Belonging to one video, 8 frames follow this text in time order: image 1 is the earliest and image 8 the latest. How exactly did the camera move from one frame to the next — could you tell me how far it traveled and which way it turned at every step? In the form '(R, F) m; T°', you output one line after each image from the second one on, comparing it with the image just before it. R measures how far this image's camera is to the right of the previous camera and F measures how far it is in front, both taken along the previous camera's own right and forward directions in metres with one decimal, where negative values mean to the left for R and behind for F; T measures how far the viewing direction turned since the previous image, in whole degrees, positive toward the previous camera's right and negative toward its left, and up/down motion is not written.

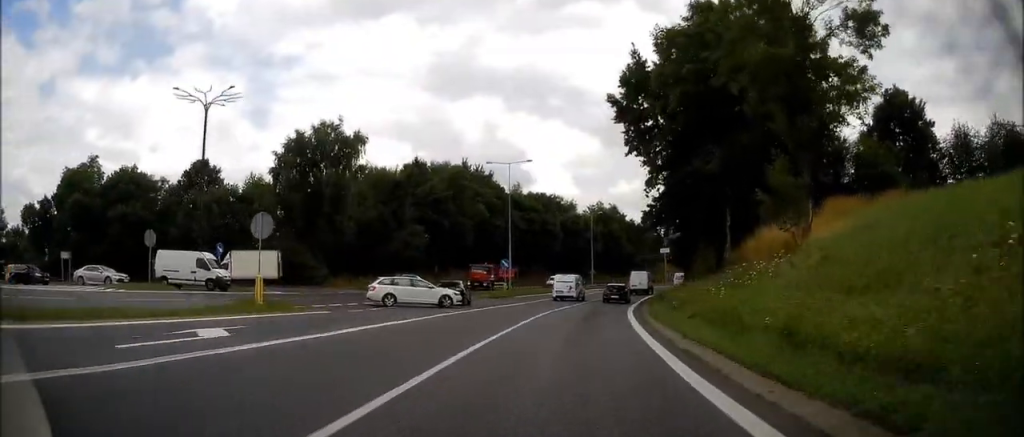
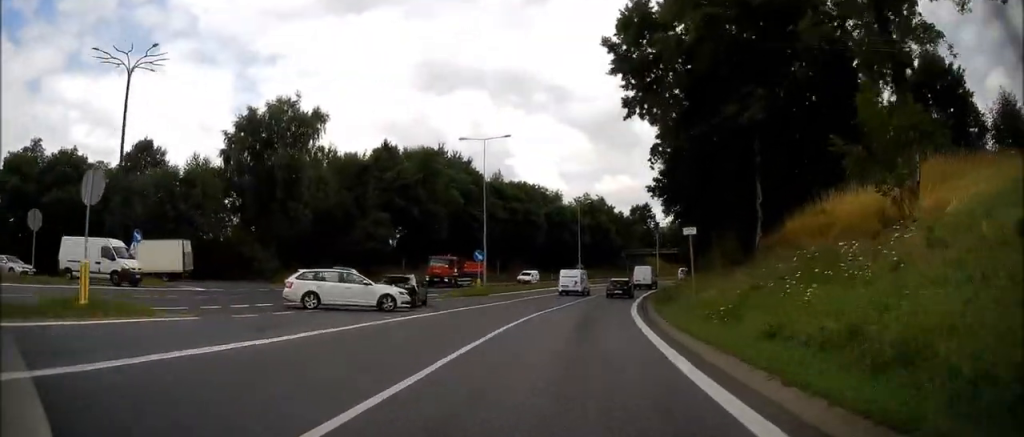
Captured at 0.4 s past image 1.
(0.0, +8.0) m; +1°
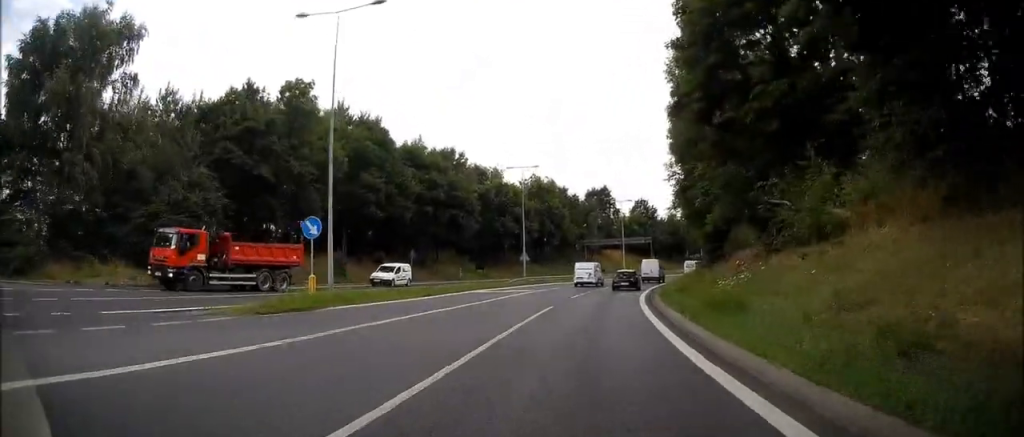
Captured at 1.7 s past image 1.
(+0.9, +23.8) m; +5°
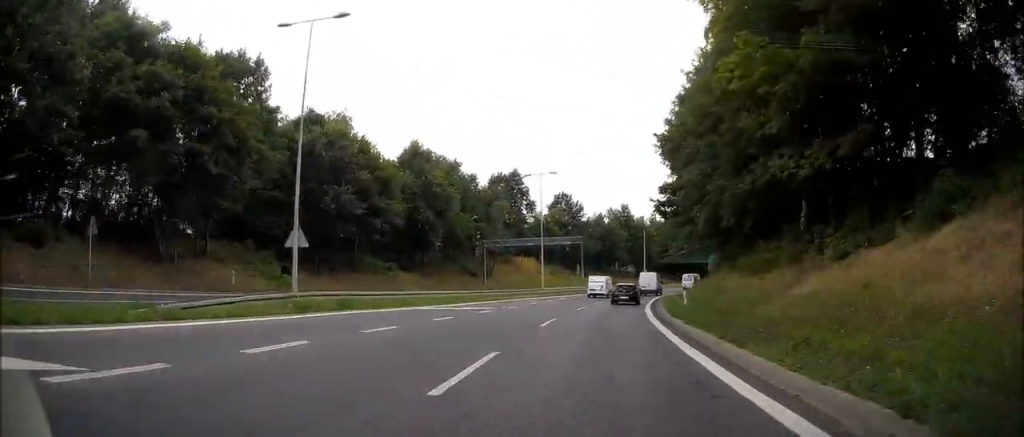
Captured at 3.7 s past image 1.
(+2.9, +36.0) m; +8°
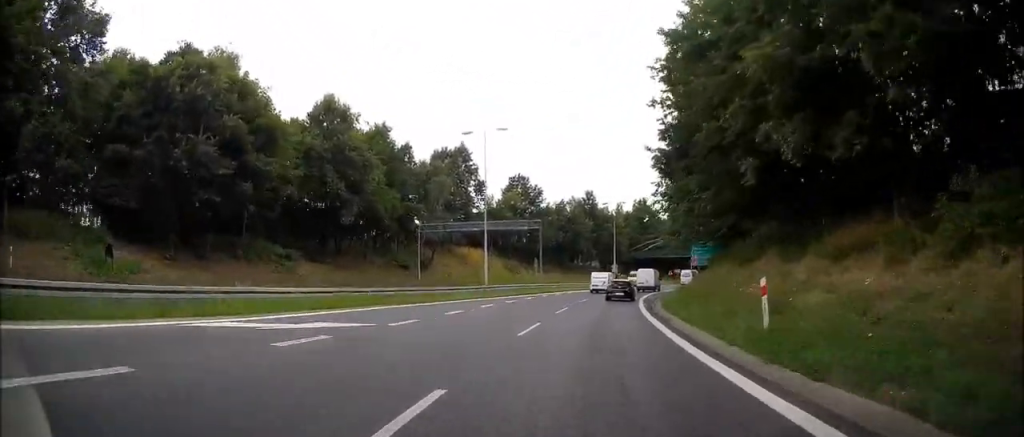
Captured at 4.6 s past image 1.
(+0.1, +15.9) m; +3°
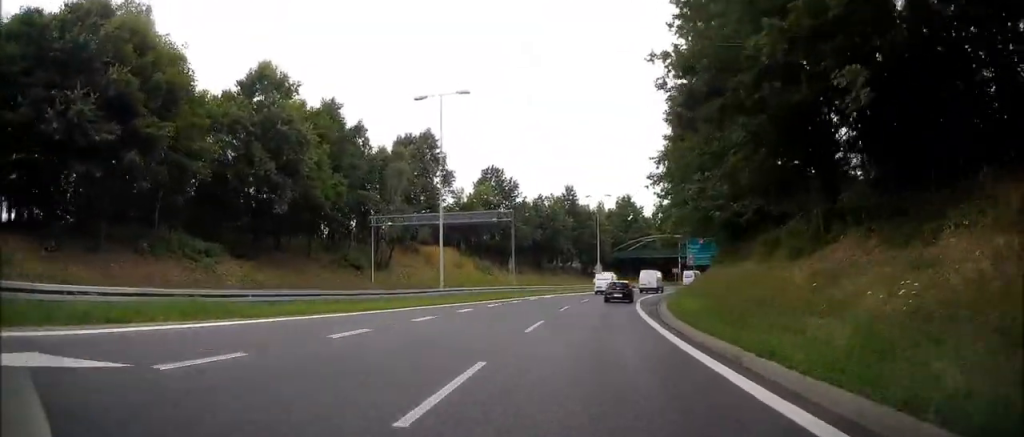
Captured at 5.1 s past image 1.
(+0.3, +9.1) m; +3°
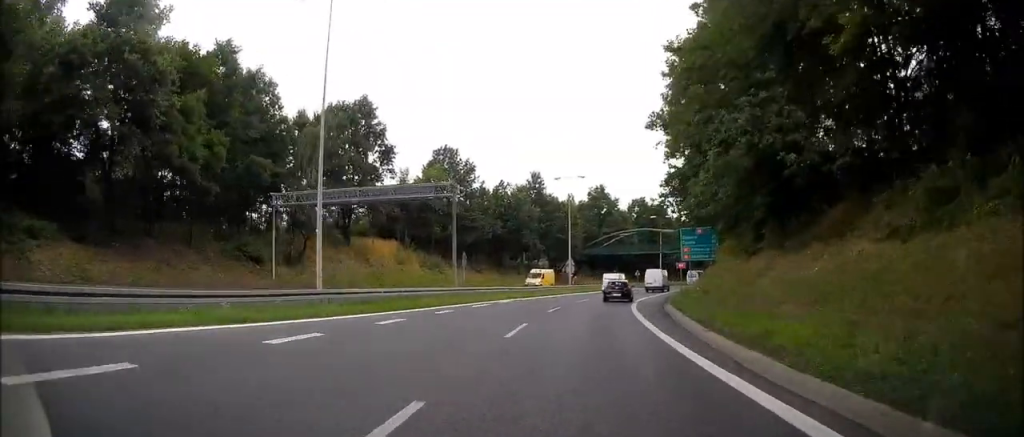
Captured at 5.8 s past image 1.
(+0.5, +14.0) m; +4°
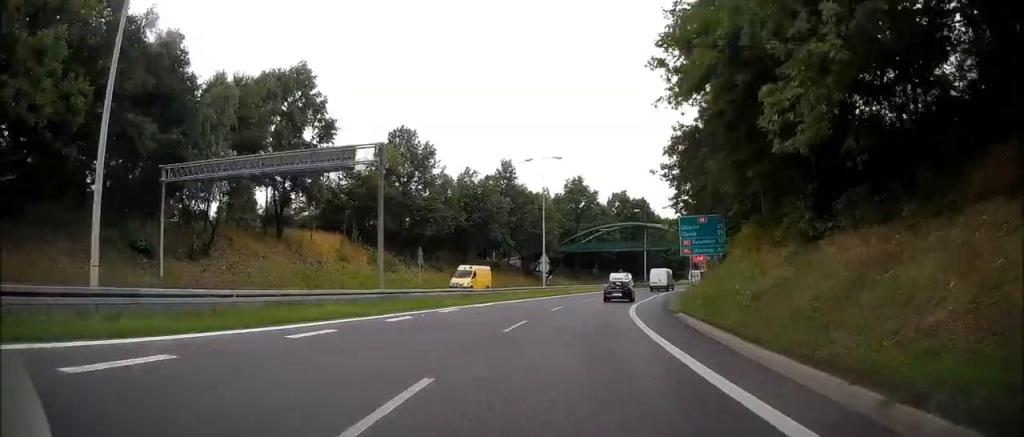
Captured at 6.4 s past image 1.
(+0.1, +10.4) m; +2°
